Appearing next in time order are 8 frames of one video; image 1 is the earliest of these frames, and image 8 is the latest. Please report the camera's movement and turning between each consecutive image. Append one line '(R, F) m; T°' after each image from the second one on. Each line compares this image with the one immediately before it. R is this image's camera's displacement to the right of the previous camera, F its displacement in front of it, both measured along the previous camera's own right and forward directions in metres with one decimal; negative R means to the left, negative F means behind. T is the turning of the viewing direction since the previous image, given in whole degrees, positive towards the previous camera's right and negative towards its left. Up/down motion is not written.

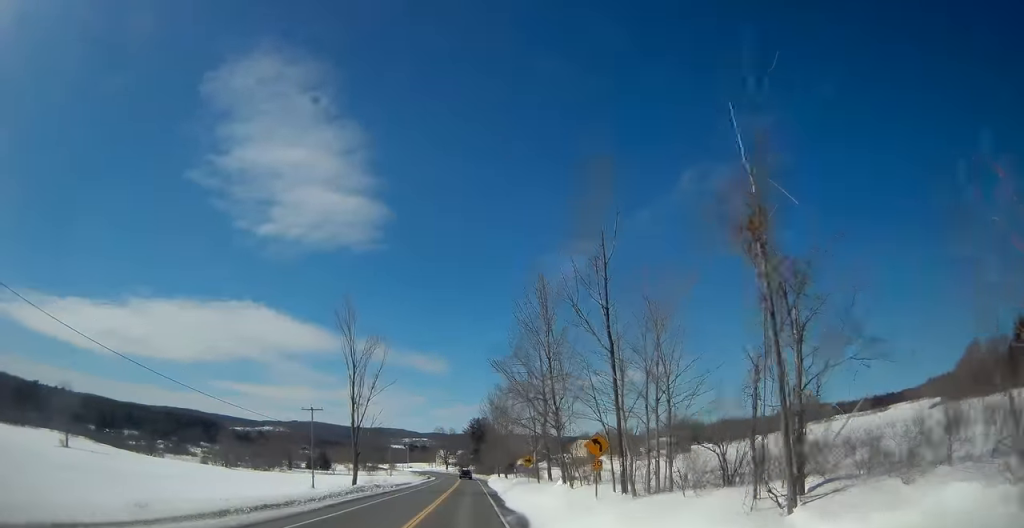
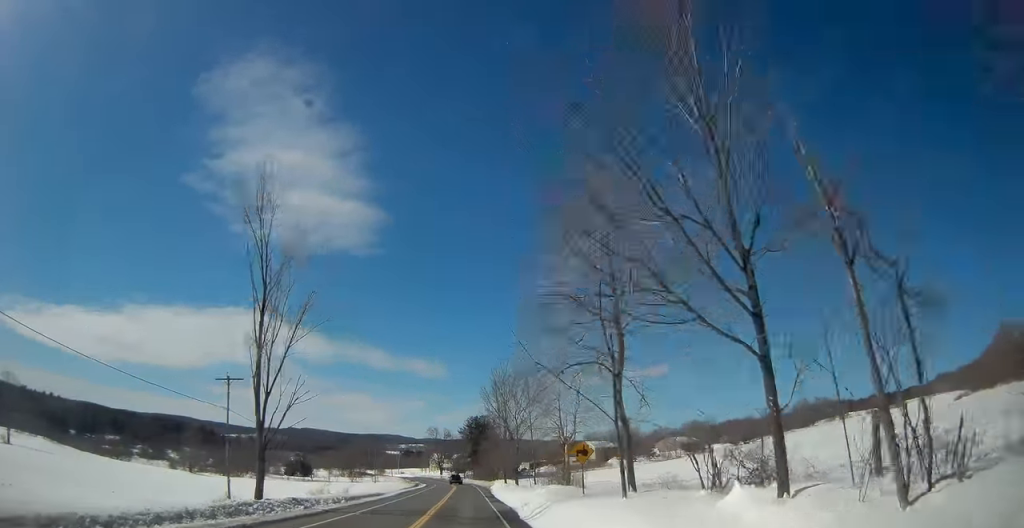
(-0.3, +22.6) m; 0°
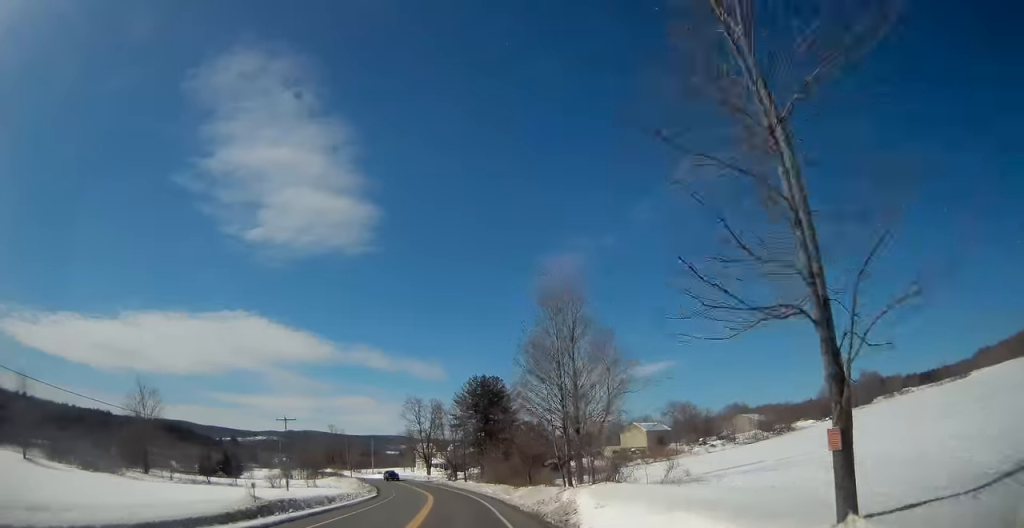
(+0.8, +66.4) m; 0°
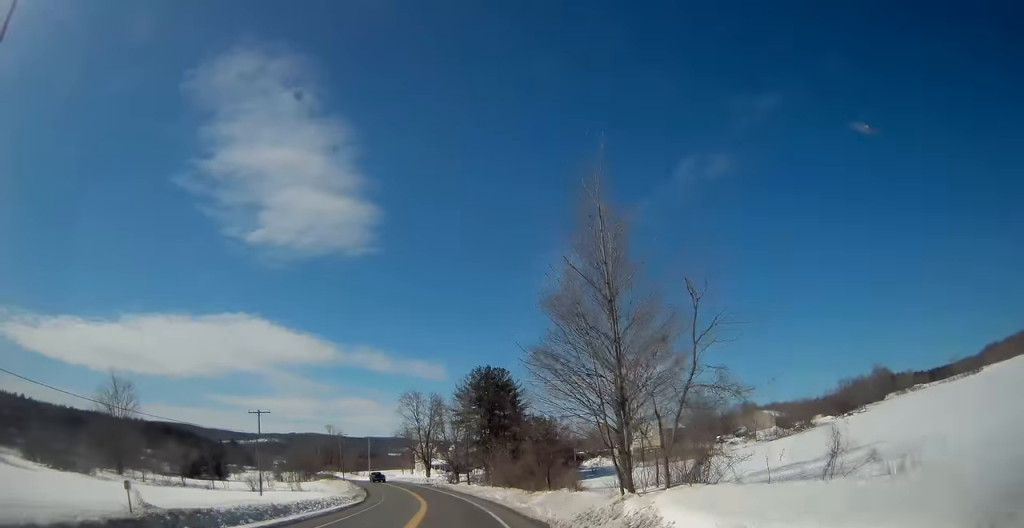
(0.0, +10.0) m; 0°
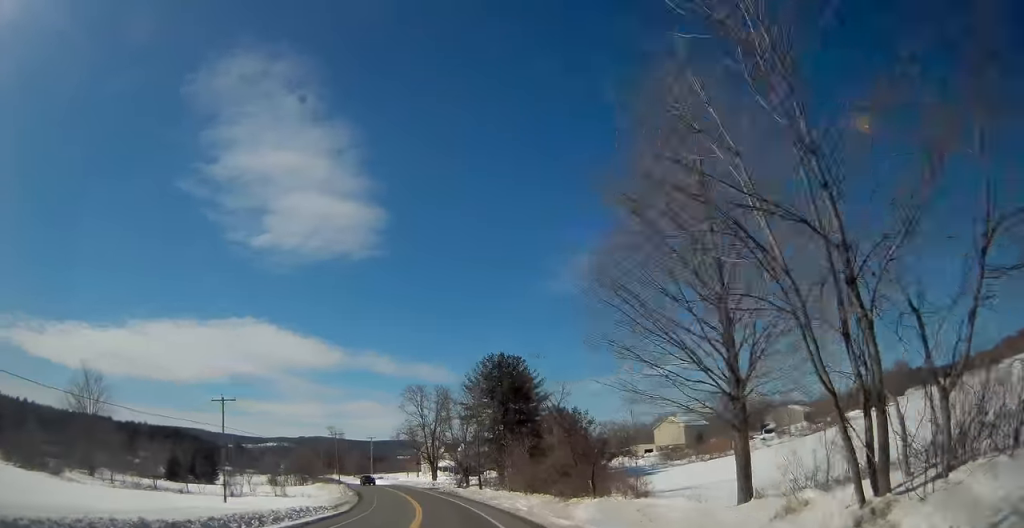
(0.0, +11.5) m; 0°
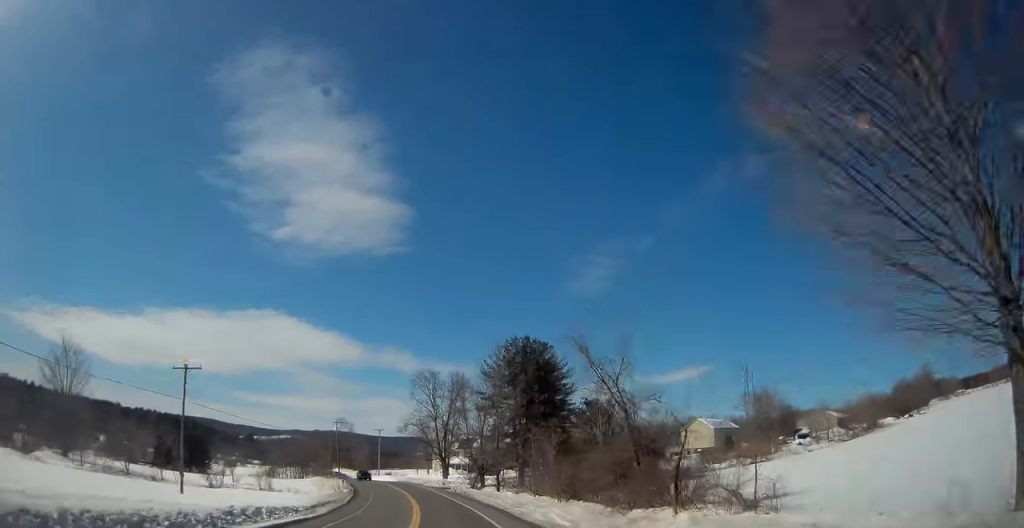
(0.0, +9.9) m; -1°
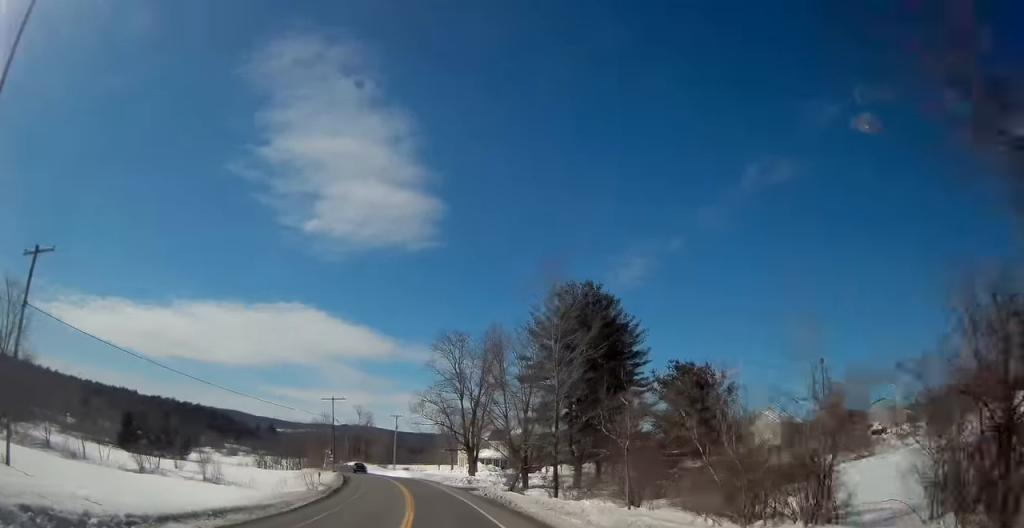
(-0.2, +19.7) m; -3°
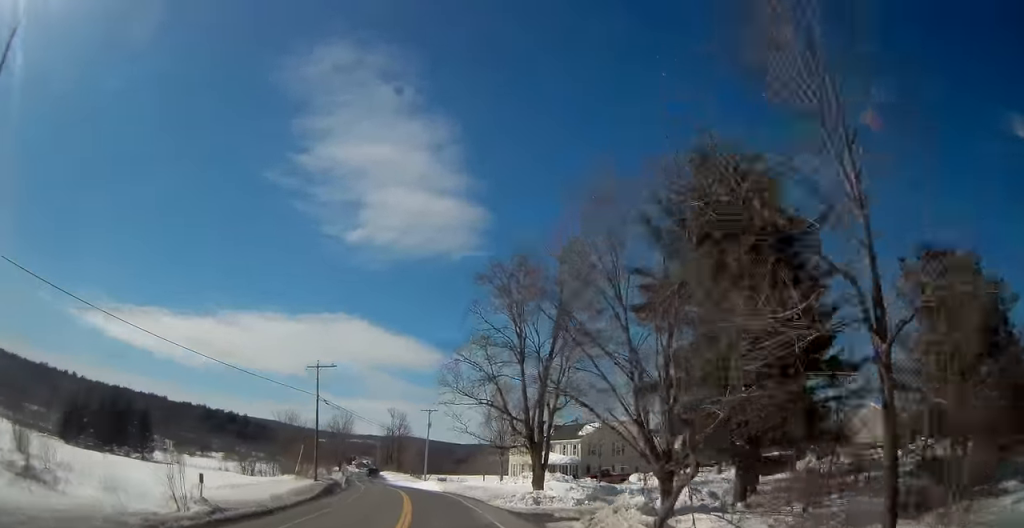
(-1.1, +23.8) m; -4°
